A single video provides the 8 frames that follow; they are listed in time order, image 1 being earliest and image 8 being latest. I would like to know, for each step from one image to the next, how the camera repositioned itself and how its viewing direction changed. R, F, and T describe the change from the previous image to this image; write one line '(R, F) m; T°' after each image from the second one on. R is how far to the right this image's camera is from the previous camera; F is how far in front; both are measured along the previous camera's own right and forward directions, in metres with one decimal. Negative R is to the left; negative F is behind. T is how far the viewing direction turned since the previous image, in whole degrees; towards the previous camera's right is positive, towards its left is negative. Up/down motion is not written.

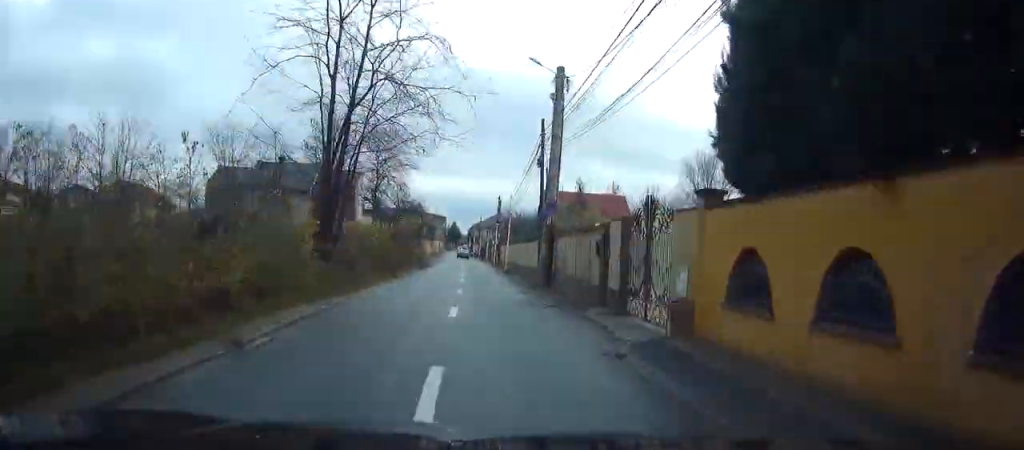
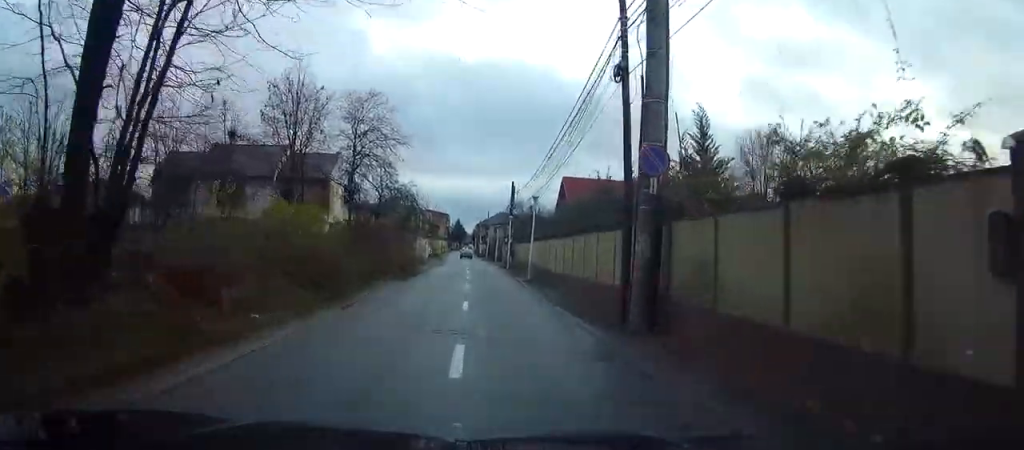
(-0.1, +15.4) m; 0°
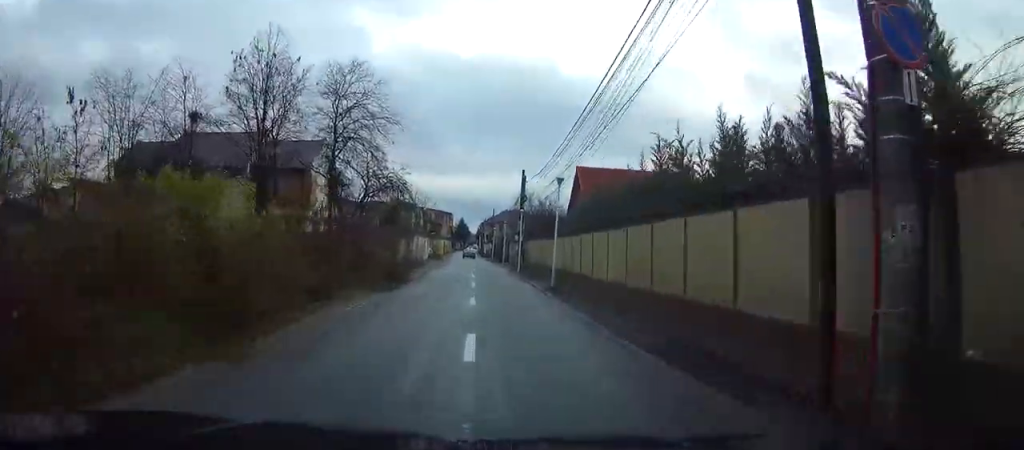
(0.0, +8.0) m; 0°
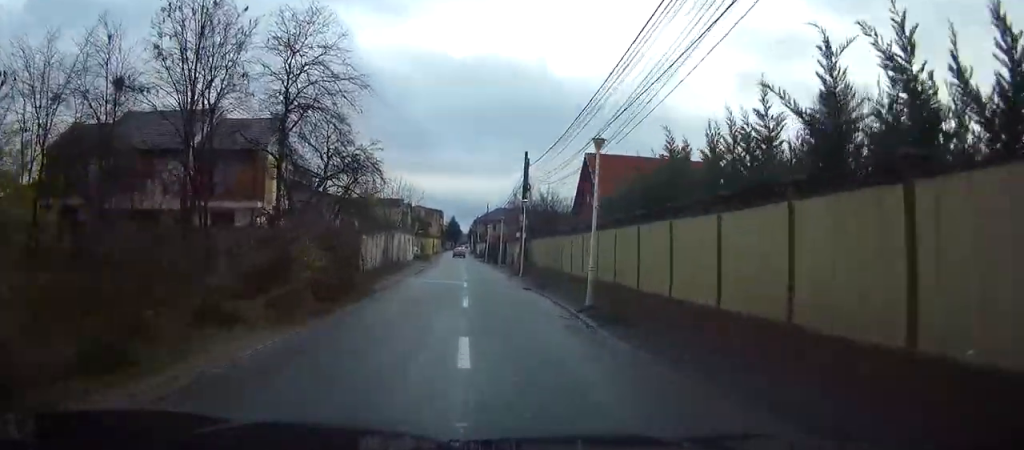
(-0.1, +9.4) m; 0°
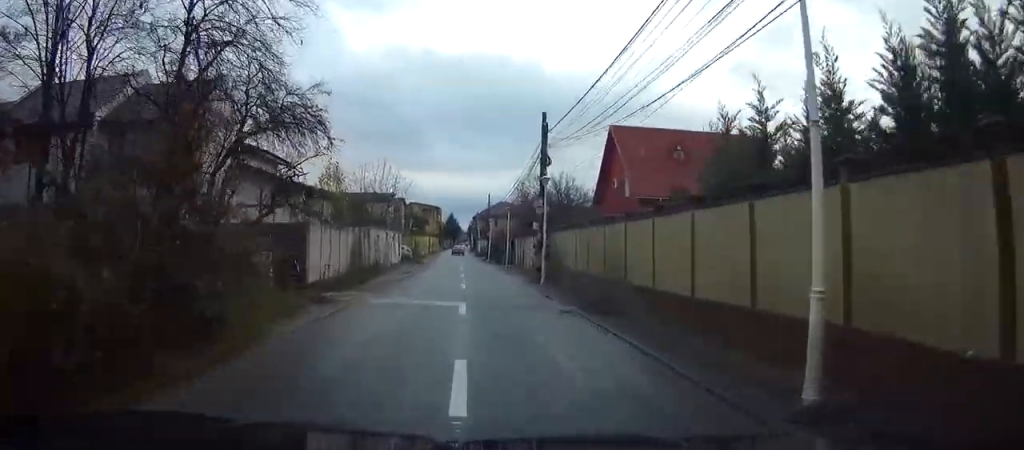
(0.0, +11.4) m; 0°
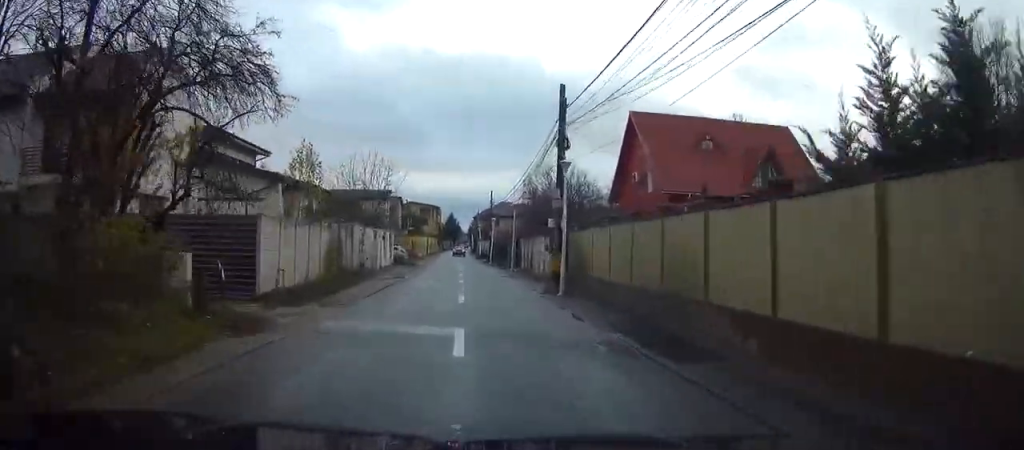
(+0.1, +5.7) m; 0°
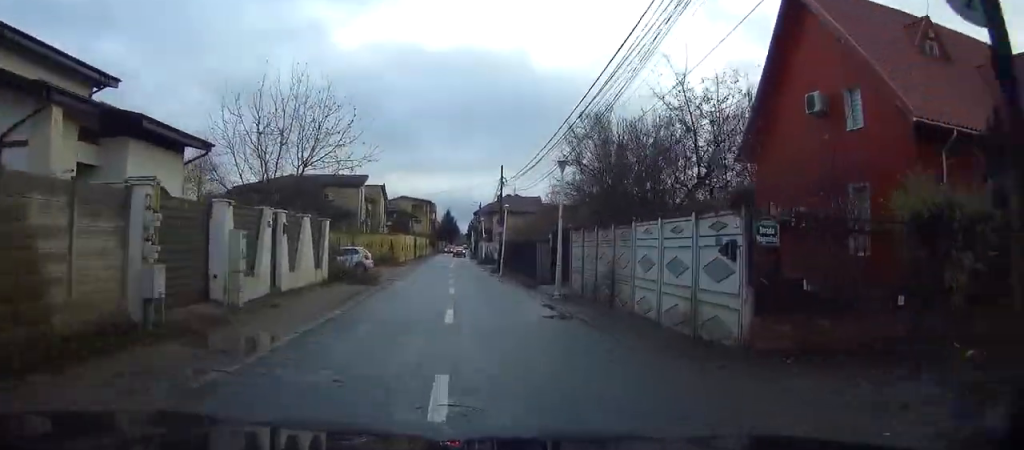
(-0.1, +22.5) m; -1°
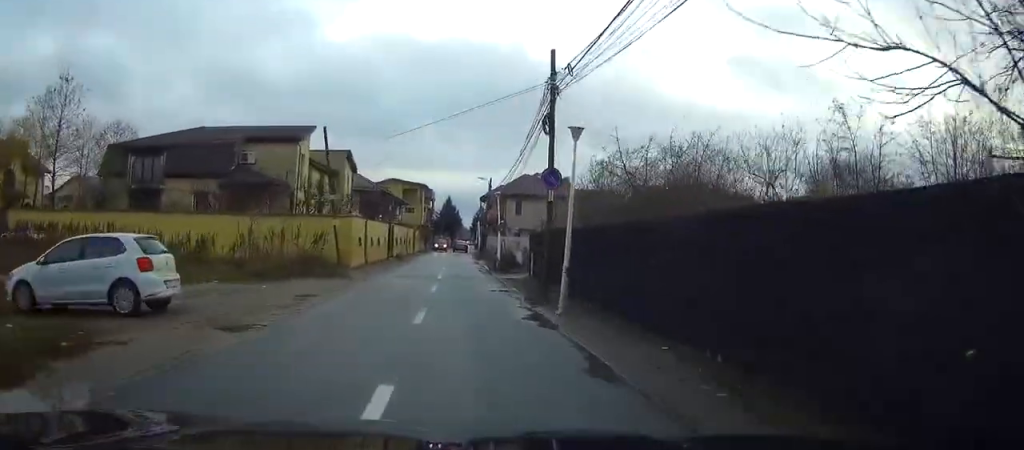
(+0.1, +27.9) m; 0°
